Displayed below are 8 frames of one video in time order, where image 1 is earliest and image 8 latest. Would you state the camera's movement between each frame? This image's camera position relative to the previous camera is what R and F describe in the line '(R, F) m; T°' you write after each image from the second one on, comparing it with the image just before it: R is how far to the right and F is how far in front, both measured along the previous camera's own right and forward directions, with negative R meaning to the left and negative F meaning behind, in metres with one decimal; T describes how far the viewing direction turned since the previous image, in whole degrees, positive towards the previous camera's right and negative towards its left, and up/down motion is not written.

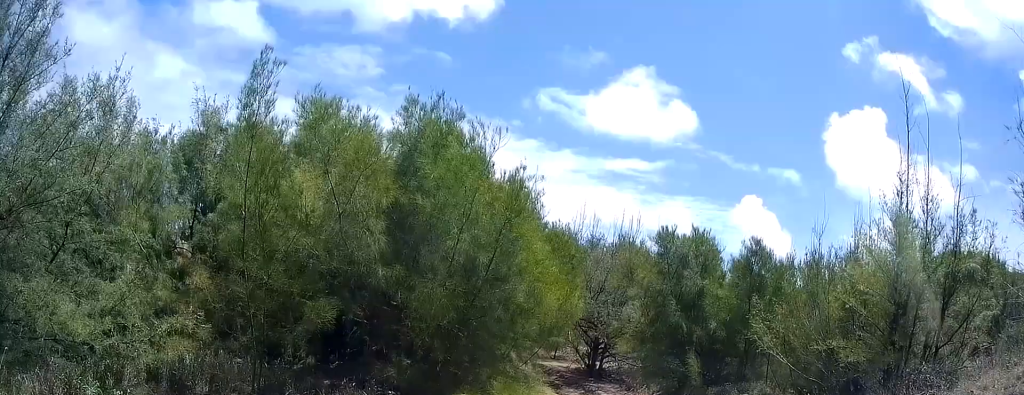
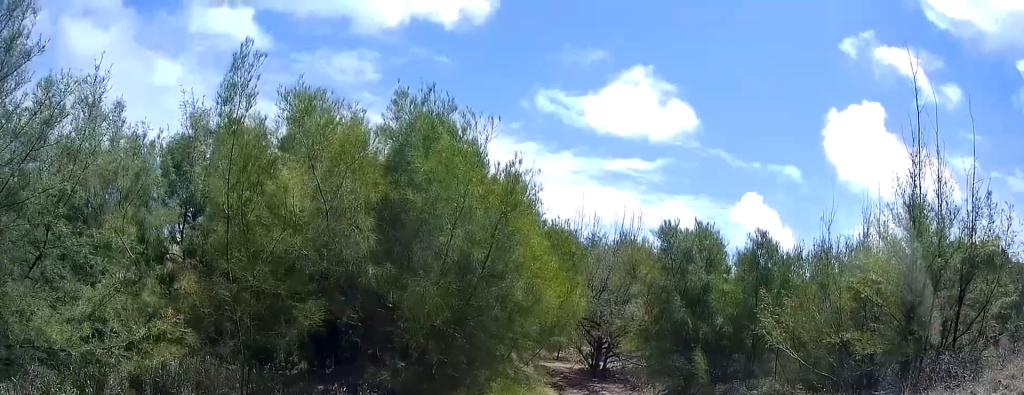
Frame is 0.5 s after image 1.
(0.0, +0.8) m; -2°
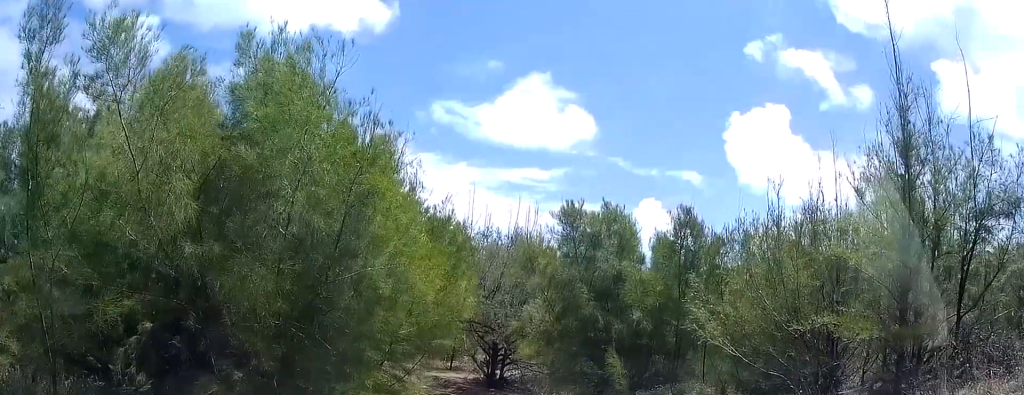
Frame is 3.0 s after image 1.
(+1.1, +3.0) m; 0°
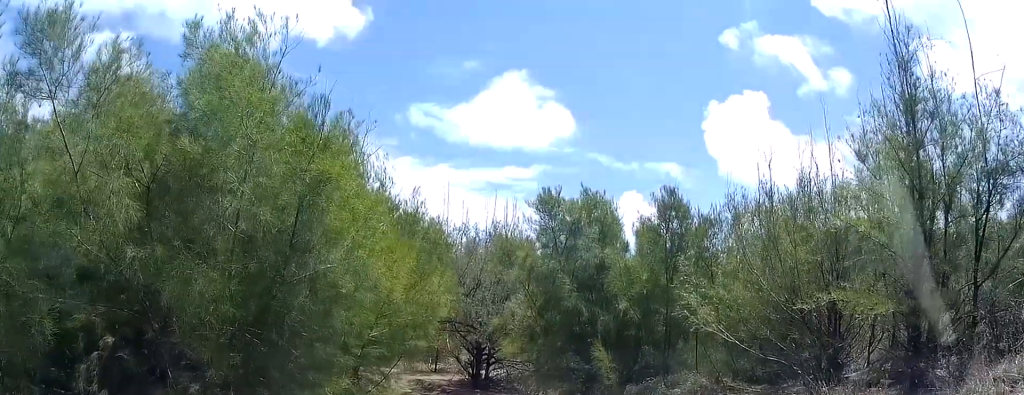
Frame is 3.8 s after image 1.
(+0.5, +0.7) m; 0°
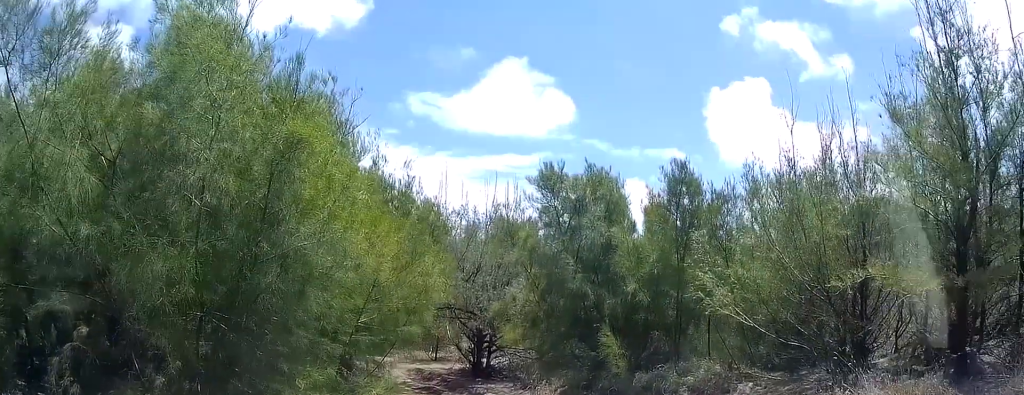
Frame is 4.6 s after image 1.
(+0.5, +0.7) m; 0°
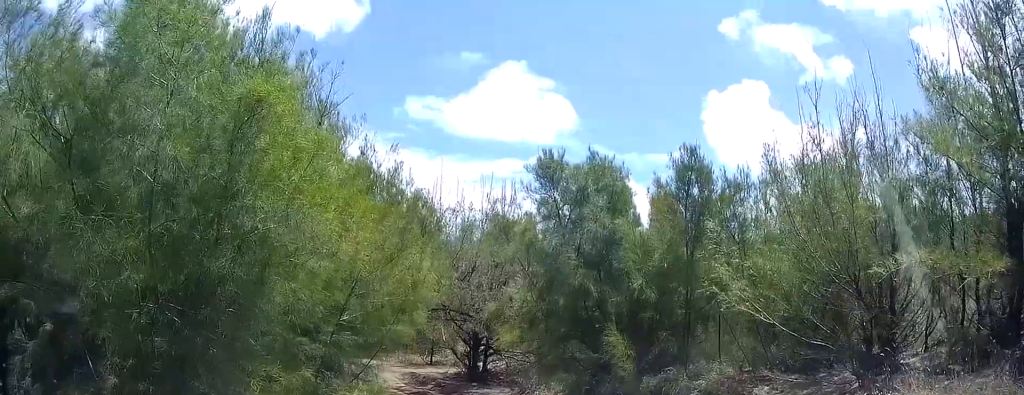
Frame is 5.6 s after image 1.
(+0.7, +0.9) m; 0°
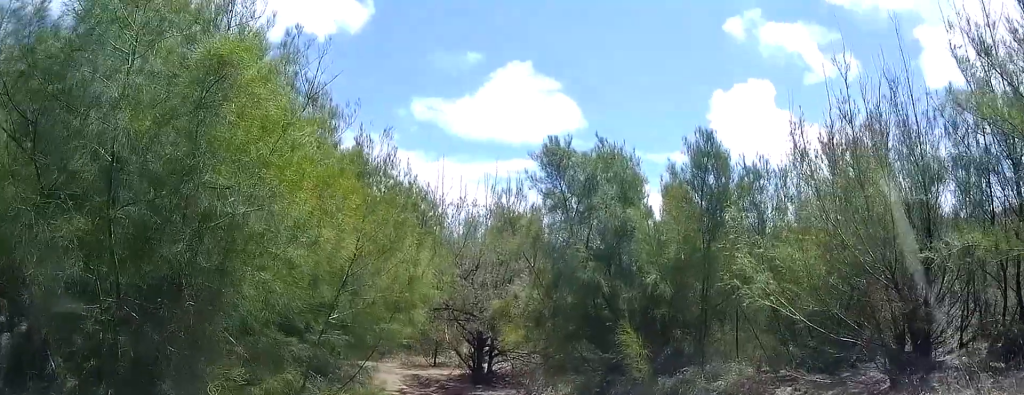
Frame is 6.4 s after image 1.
(+0.6, +0.8) m; 0°
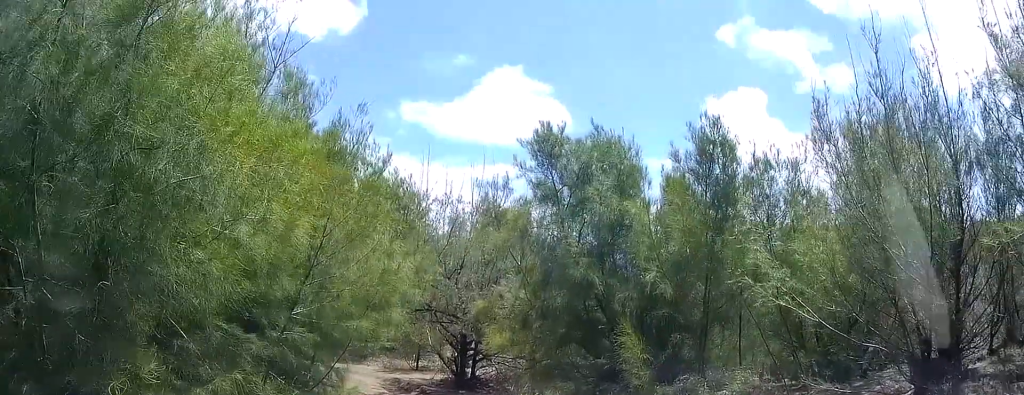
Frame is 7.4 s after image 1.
(+0.7, +0.9) m; 0°
